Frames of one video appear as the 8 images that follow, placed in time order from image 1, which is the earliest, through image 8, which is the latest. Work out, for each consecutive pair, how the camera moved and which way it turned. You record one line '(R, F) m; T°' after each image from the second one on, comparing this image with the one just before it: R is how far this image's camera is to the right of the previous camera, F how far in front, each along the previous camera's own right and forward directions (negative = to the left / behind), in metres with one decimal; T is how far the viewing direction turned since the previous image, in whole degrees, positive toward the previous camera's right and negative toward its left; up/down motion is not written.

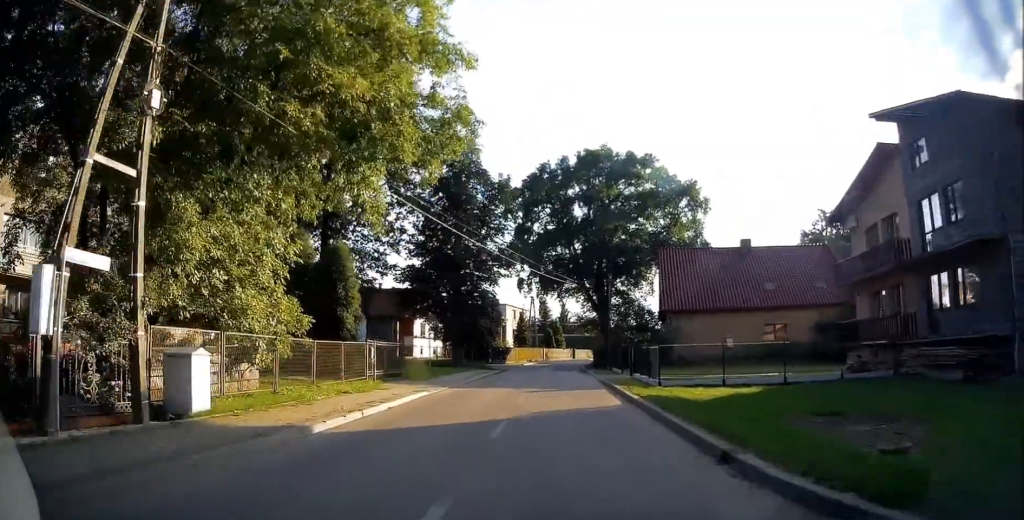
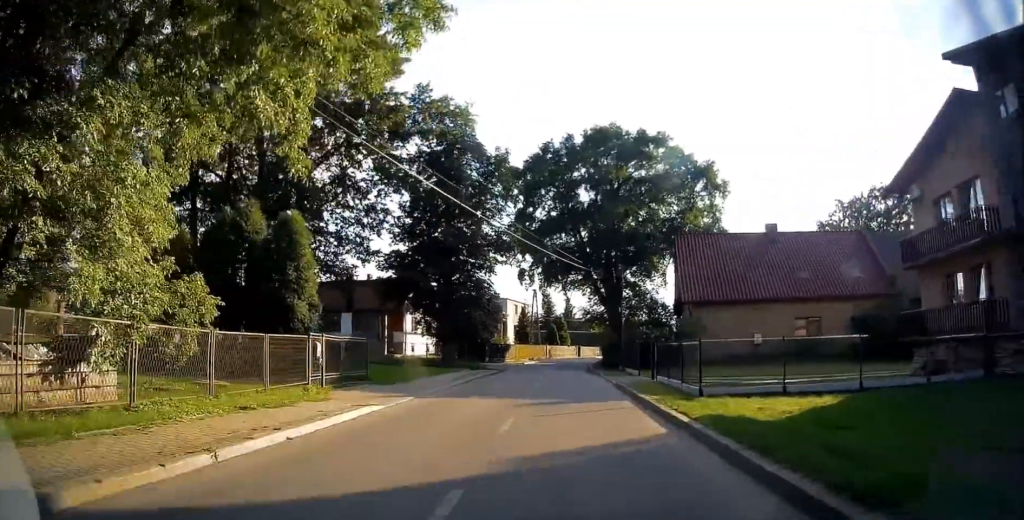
(-0.1, +6.4) m; -1°
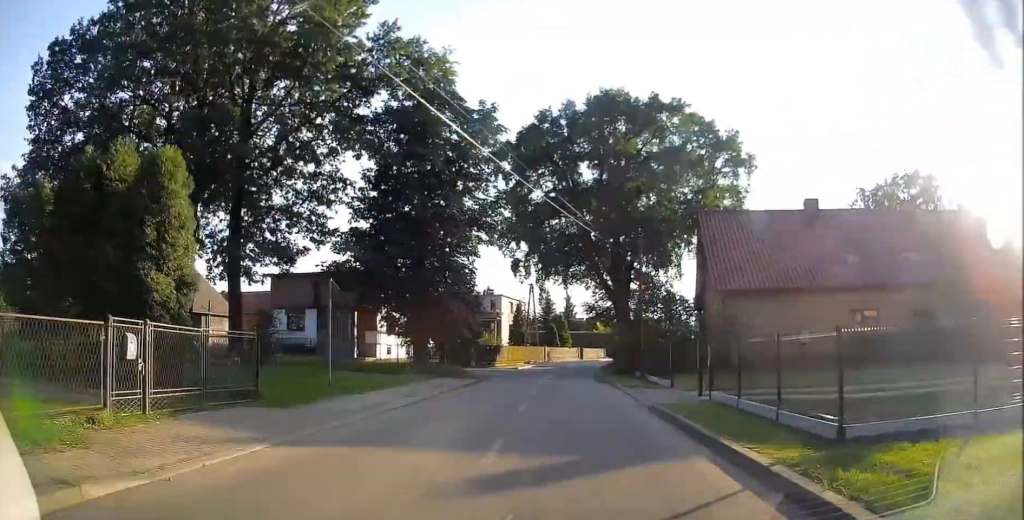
(-0.2, +9.9) m; -1°
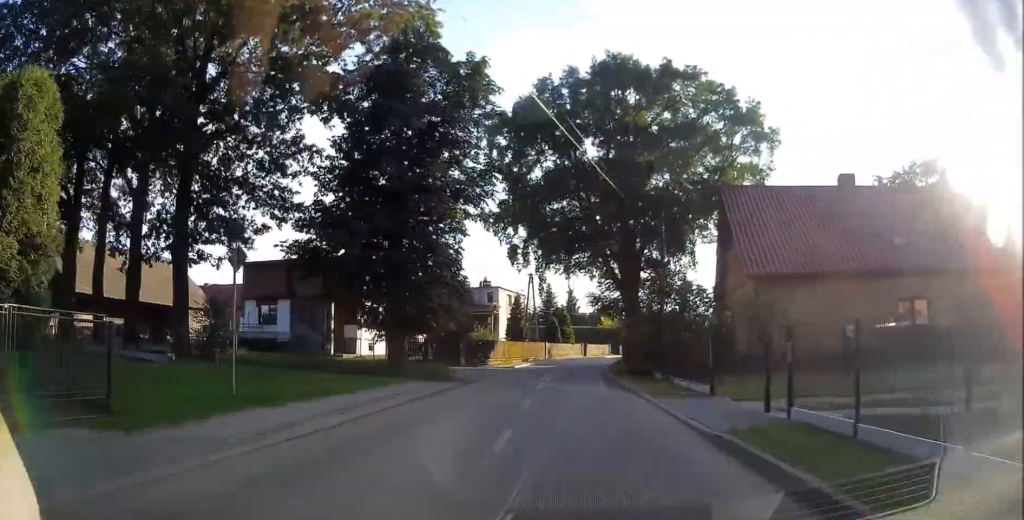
(0.0, +6.7) m; 0°
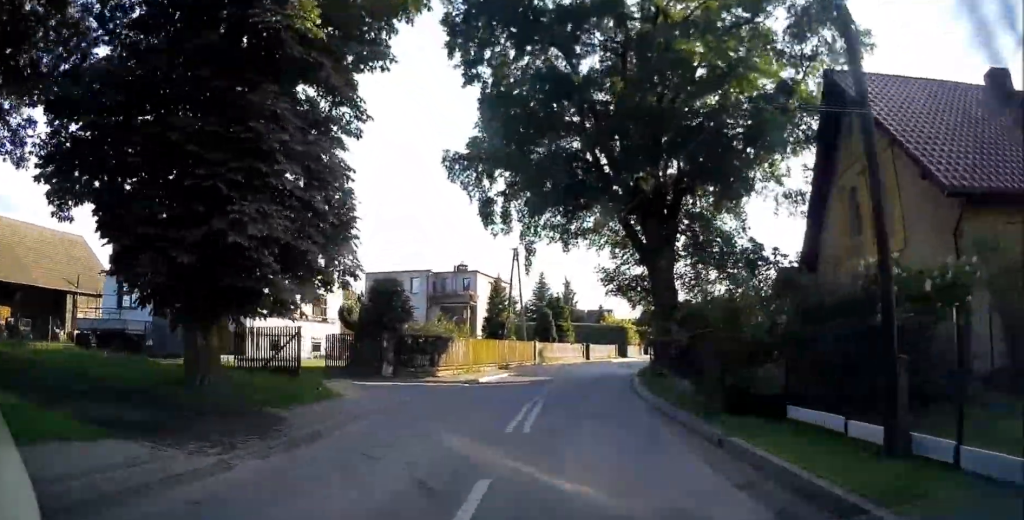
(+0.3, +18.9) m; +2°
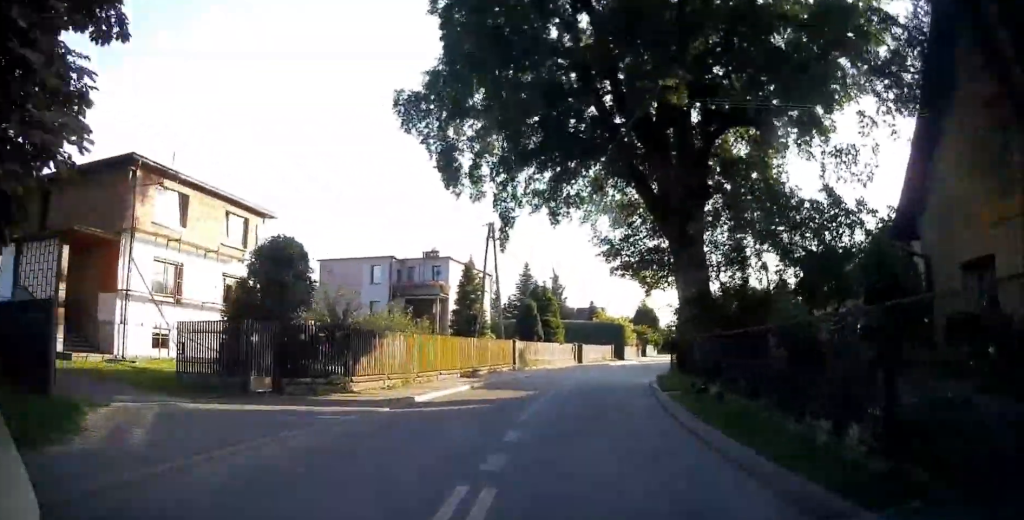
(+0.2, +9.7) m; +2°
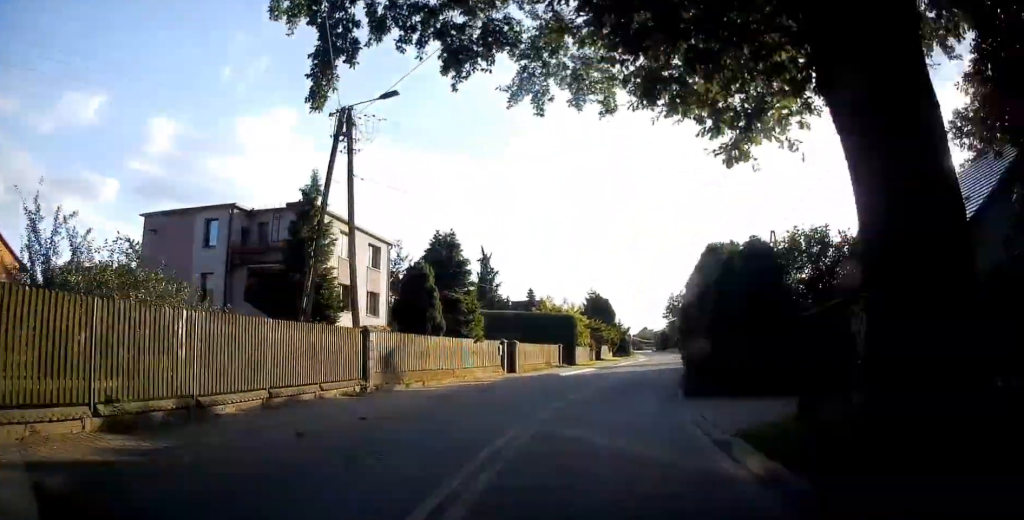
(+0.9, +16.6) m; +9°
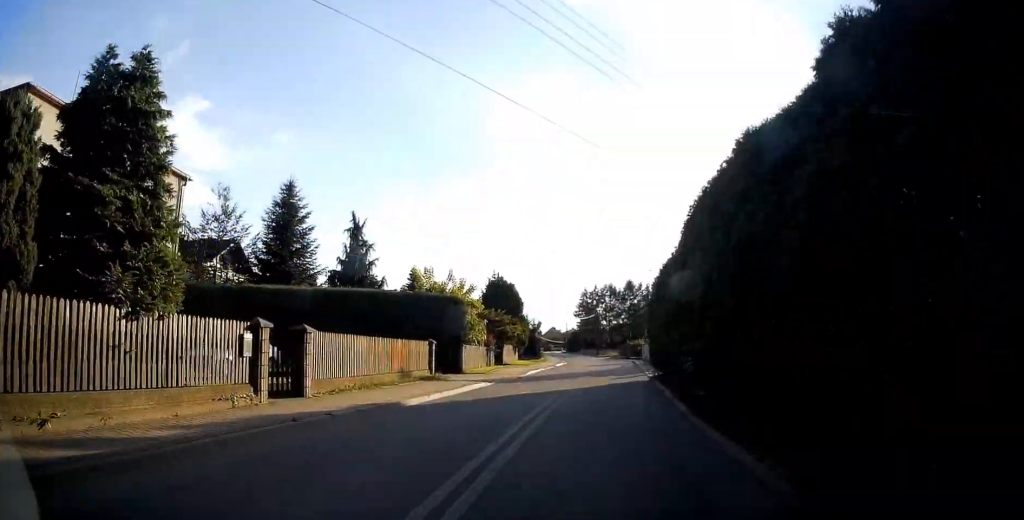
(+1.2, +14.9) m; +8°
